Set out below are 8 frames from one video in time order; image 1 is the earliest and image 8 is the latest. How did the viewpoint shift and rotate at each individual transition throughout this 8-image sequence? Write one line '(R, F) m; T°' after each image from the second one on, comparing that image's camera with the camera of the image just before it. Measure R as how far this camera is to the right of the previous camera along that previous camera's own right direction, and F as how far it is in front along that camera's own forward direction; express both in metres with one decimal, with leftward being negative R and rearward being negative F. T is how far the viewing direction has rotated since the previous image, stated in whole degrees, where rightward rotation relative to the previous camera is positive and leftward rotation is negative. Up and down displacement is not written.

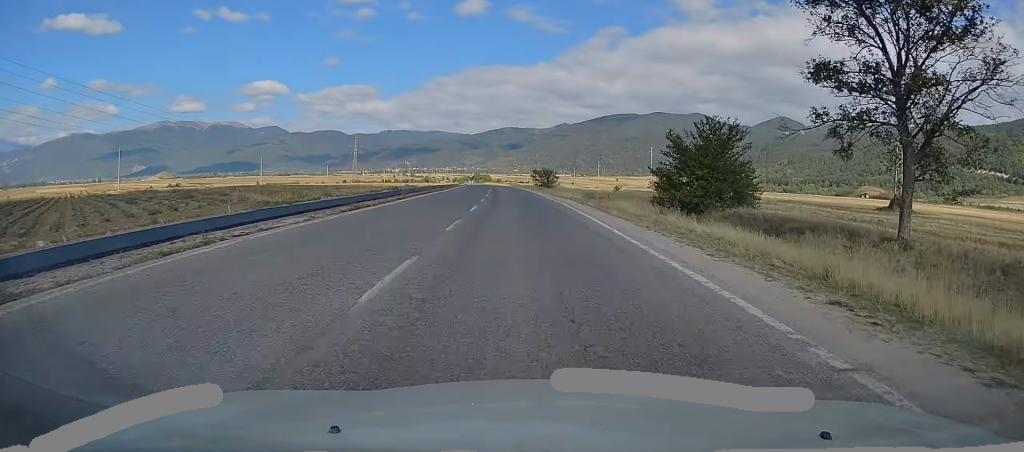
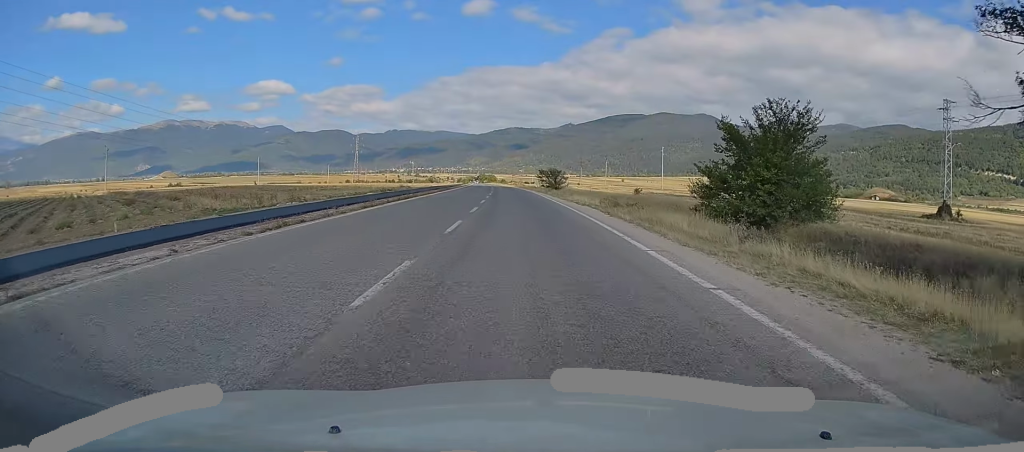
(0.0, +8.0) m; 0°
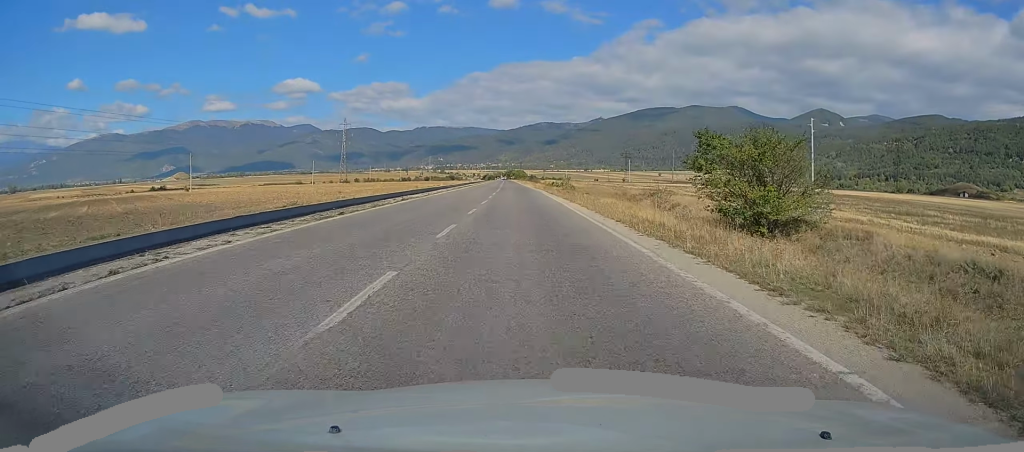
(-2.2, +78.0) m; -3°
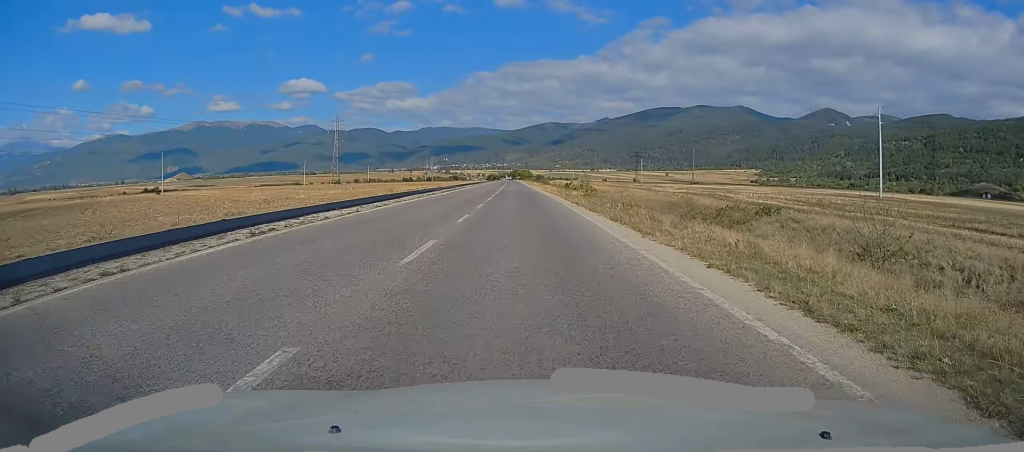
(-0.1, +19.2) m; 0°
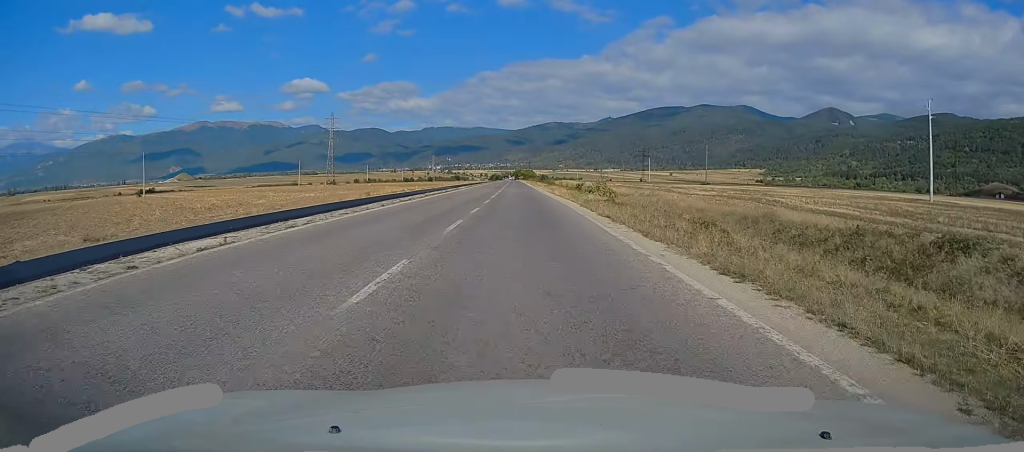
(0.0, +10.8) m; 0°
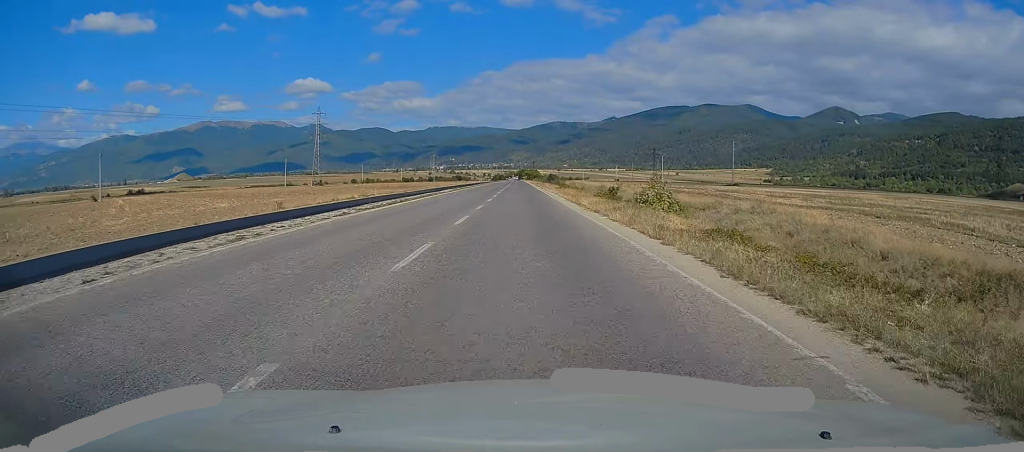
(0.0, +20.7) m; 0°
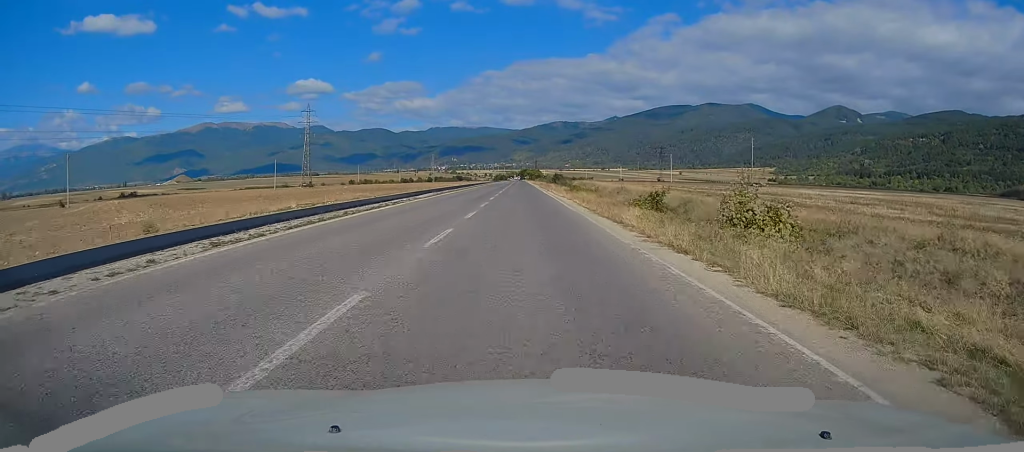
(0.0, +12.9) m; 0°
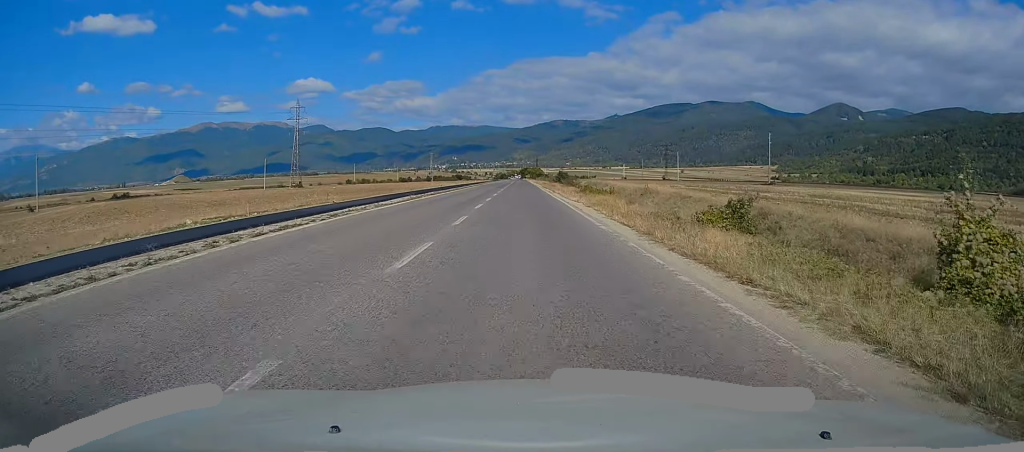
(0.0, +10.7) m; 0°
